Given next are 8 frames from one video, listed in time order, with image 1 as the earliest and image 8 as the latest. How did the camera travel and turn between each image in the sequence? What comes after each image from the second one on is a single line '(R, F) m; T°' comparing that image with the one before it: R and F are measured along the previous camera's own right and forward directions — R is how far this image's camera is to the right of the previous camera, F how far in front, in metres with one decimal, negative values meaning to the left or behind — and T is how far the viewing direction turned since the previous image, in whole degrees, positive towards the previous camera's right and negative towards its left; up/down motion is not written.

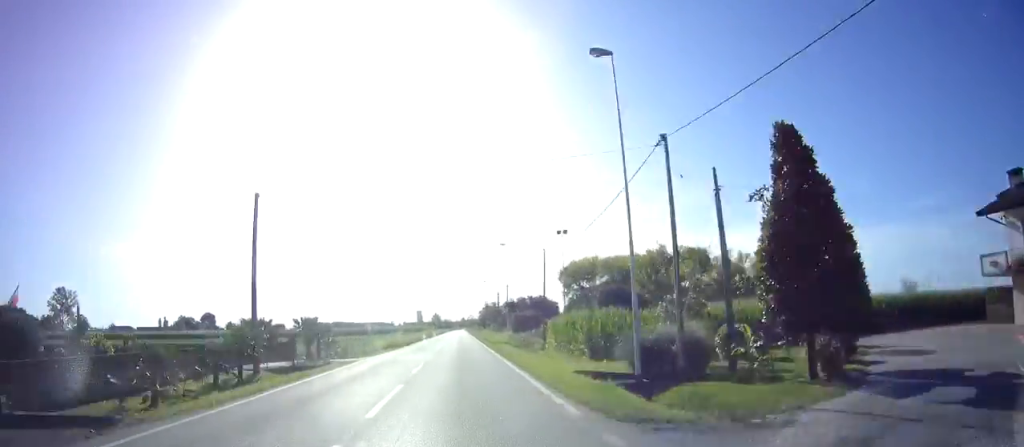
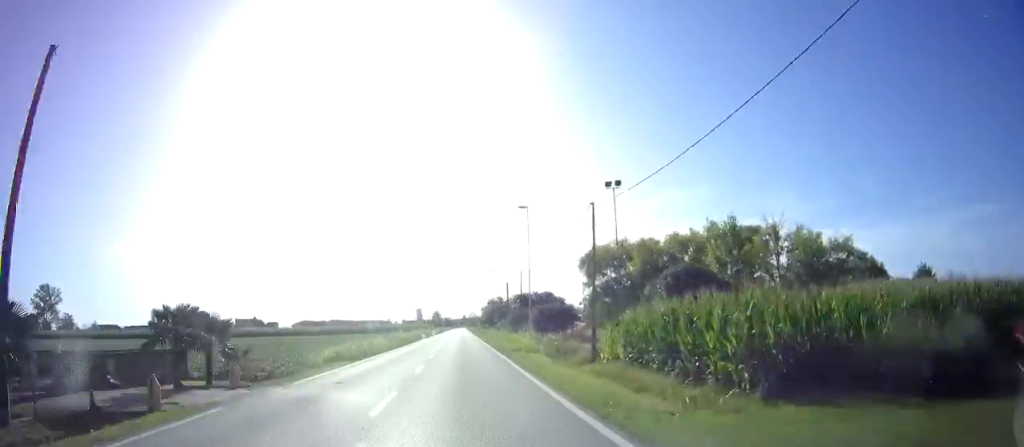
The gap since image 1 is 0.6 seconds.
(0.0, +15.0) m; -1°
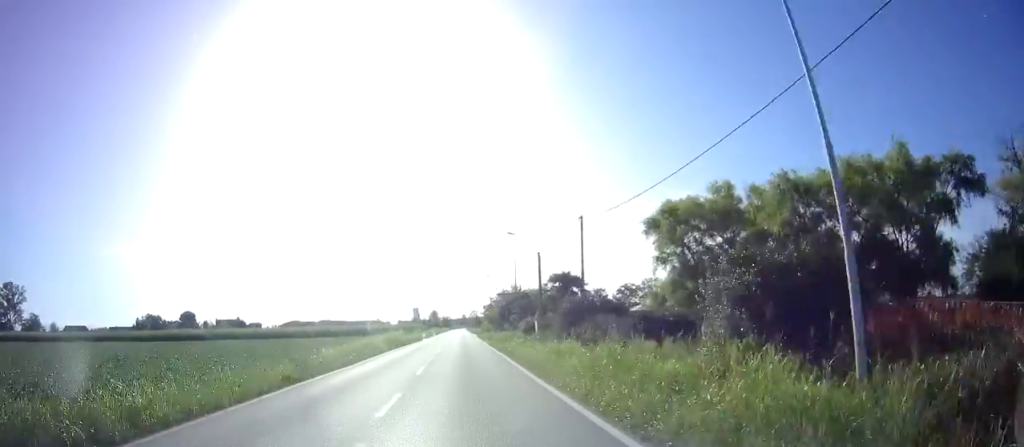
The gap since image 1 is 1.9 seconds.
(-0.4, +28.9) m; 0°
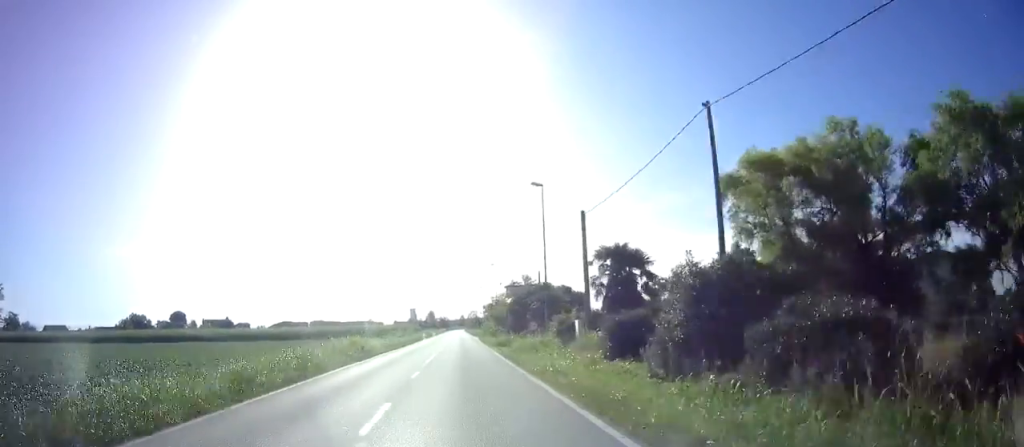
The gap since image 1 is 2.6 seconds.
(+0.3, +16.4) m; +1°
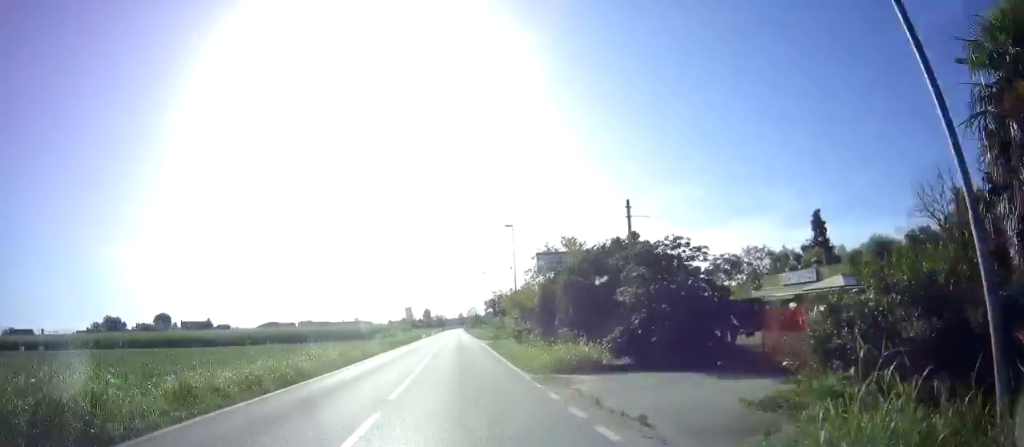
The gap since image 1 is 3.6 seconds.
(+0.2, +24.4) m; 0°
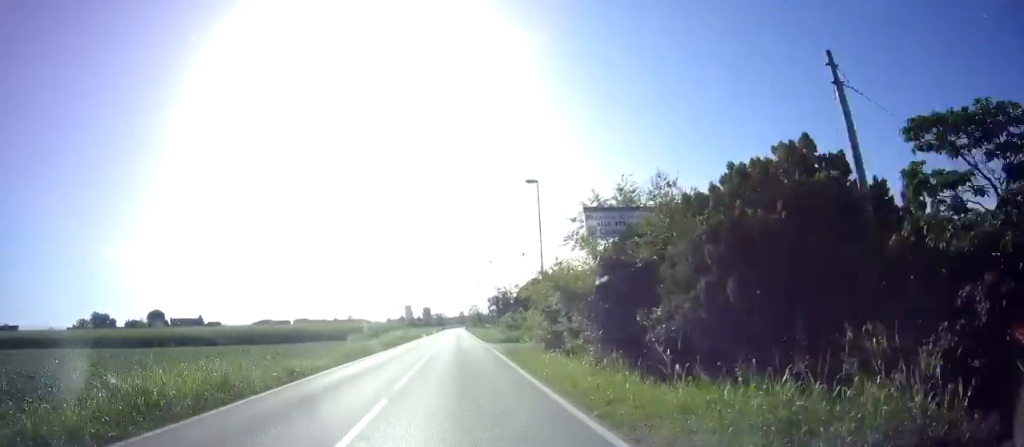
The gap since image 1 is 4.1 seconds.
(0.0, +12.6) m; 0°
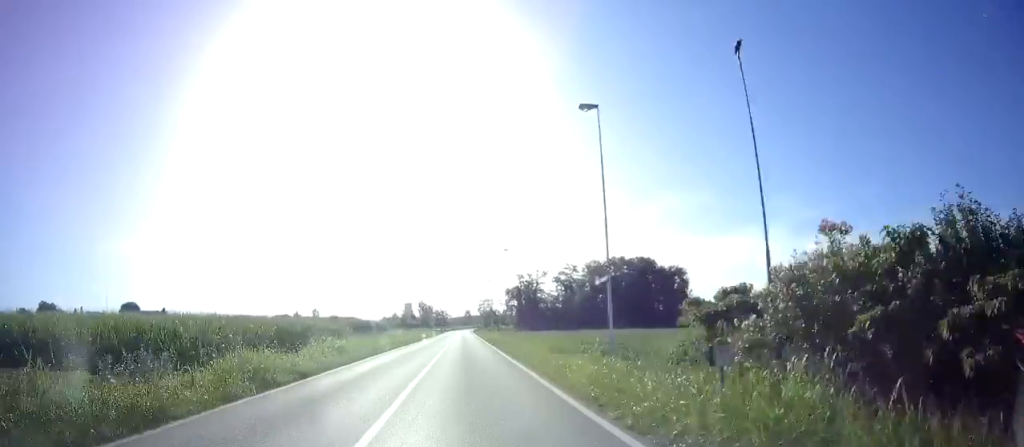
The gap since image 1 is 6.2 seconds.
(+0.1, +47.9) m; 0°
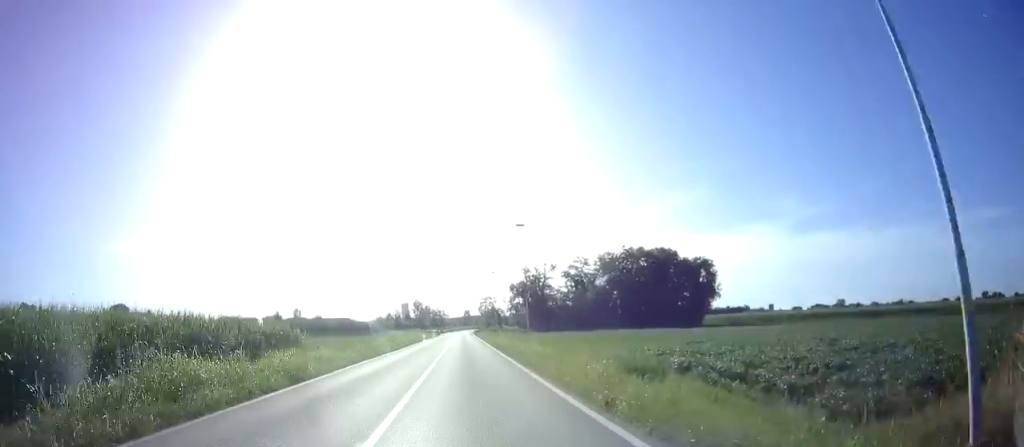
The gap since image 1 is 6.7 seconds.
(0.0, +13.2) m; -1°
